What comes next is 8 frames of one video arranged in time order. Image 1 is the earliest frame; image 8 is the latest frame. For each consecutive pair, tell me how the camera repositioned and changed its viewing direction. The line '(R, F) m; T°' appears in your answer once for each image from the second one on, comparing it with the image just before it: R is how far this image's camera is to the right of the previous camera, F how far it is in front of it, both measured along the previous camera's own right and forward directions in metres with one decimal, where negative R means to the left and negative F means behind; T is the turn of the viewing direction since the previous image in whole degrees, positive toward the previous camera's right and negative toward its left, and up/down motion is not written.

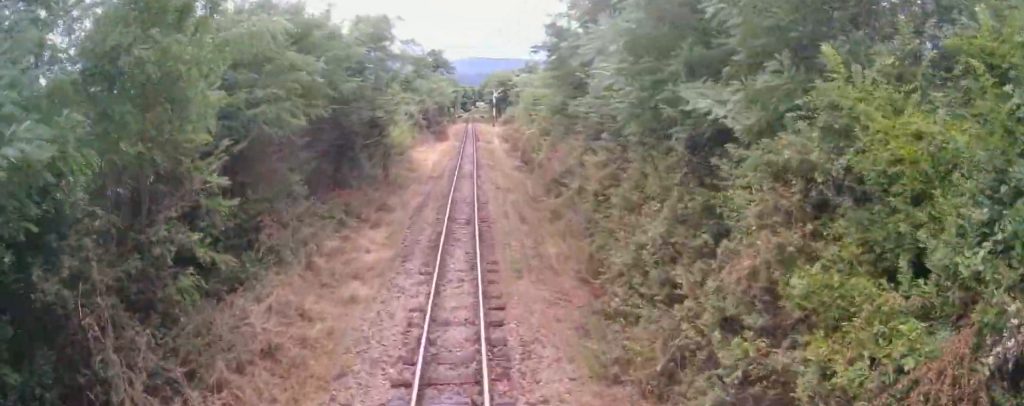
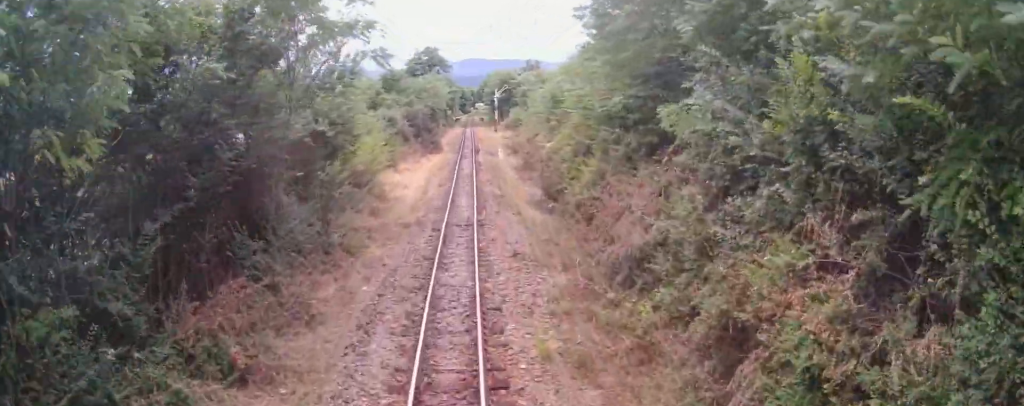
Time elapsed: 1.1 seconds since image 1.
(0.0, +10.1) m; 0°
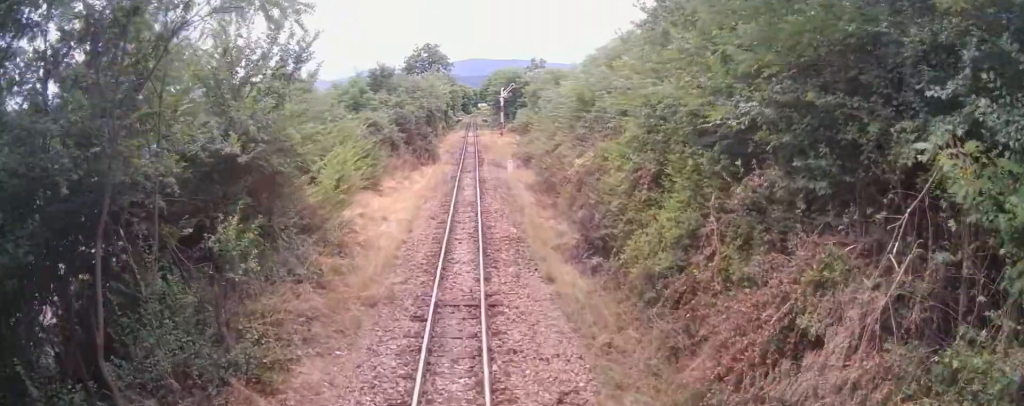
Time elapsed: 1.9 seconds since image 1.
(0.0, +6.8) m; 0°
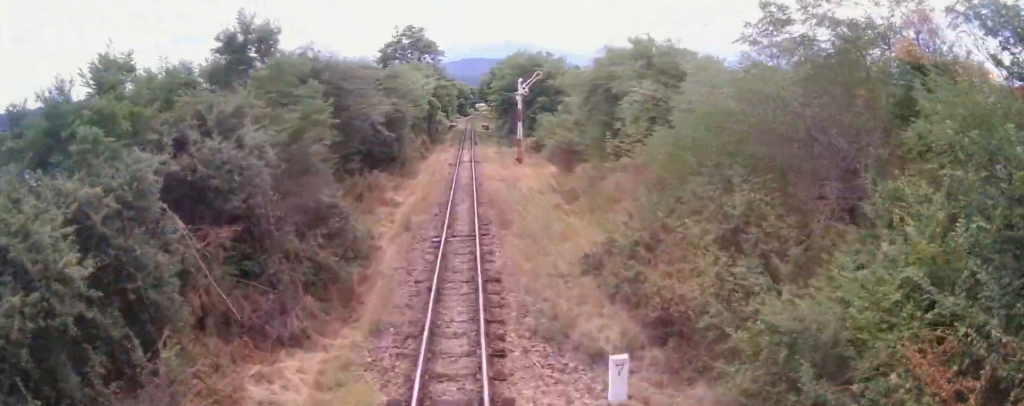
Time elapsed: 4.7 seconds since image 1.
(0.0, +24.8) m; 0°
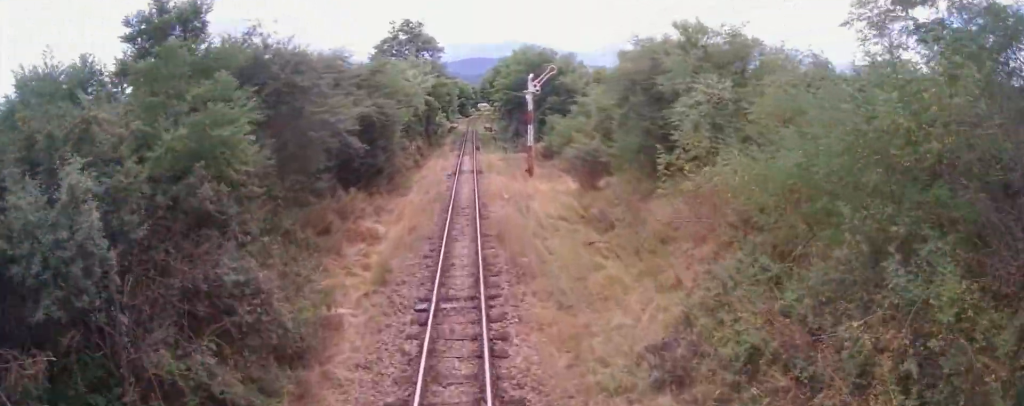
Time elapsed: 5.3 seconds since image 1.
(0.0, +5.0) m; 0°
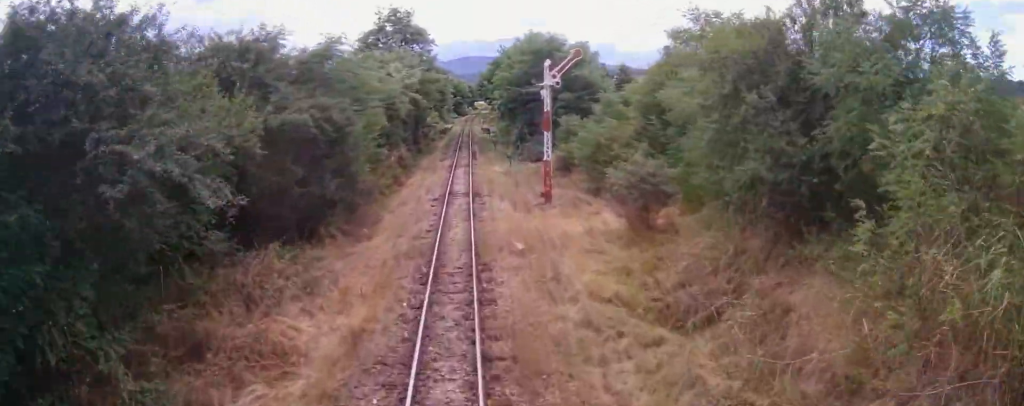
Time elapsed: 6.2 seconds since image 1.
(0.0, +7.6) m; 0°
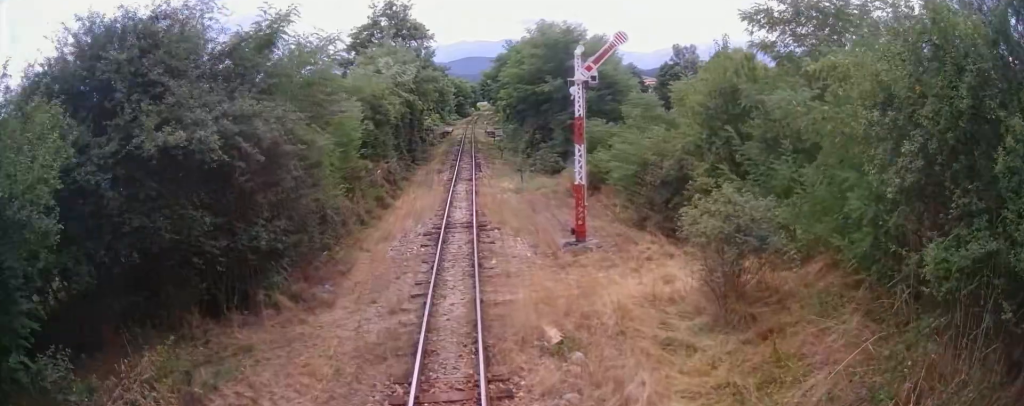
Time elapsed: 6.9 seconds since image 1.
(0.0, +5.3) m; 0°
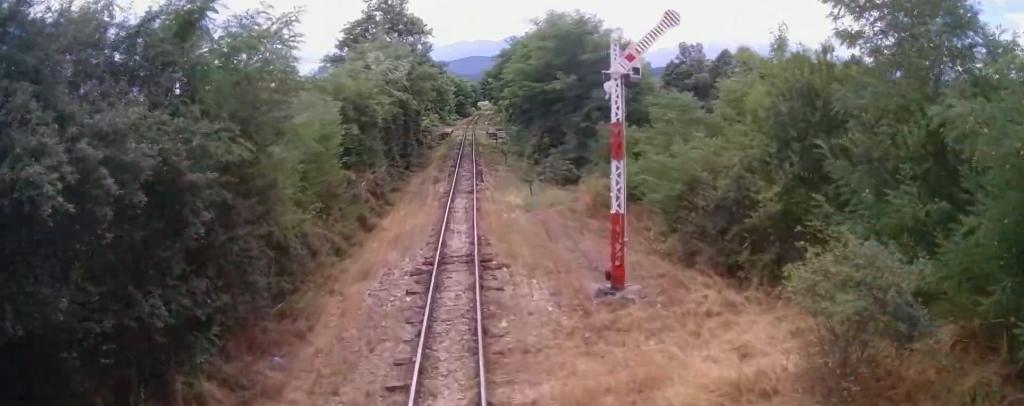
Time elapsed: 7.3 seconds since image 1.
(0.0, +3.6) m; 0°
